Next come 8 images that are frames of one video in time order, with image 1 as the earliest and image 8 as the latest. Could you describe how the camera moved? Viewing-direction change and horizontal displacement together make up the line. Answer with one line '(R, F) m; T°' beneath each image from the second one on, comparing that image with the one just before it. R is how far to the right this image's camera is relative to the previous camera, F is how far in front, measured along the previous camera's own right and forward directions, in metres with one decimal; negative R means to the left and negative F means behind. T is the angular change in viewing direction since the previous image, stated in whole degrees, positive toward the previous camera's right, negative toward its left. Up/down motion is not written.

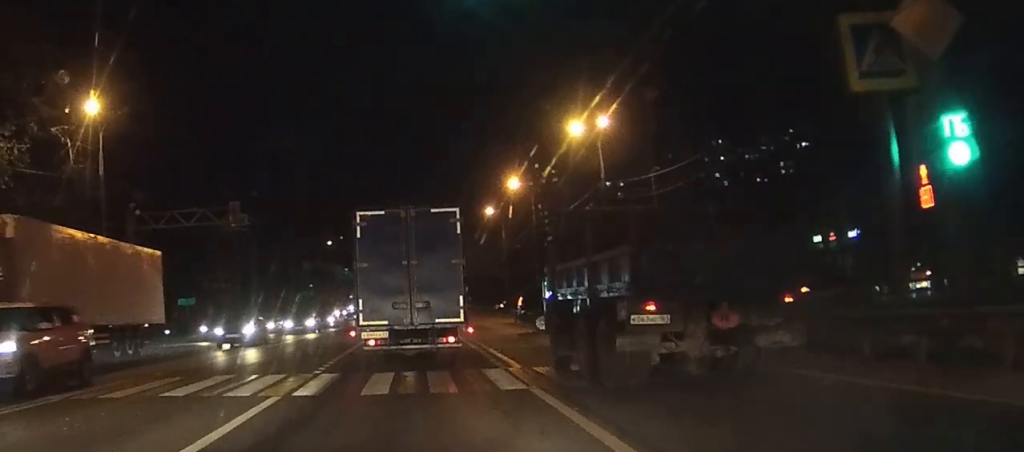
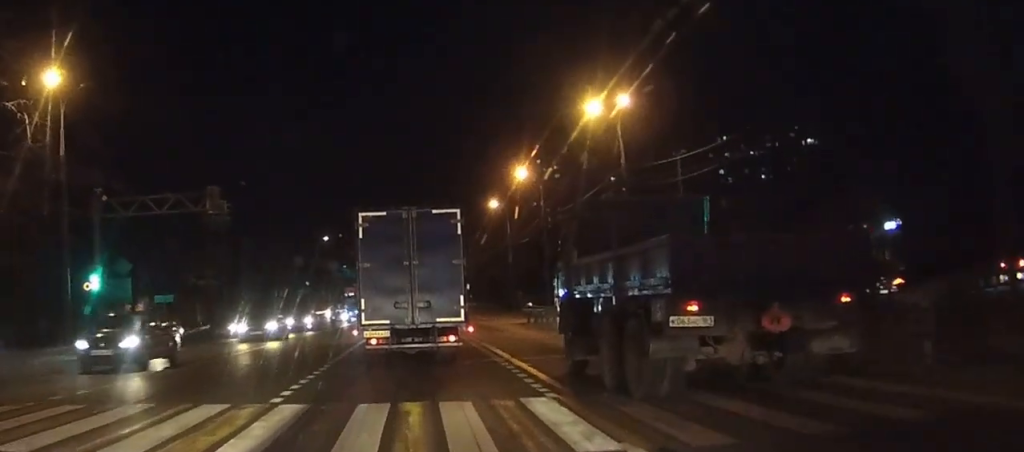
(0.0, +5.8) m; 0°
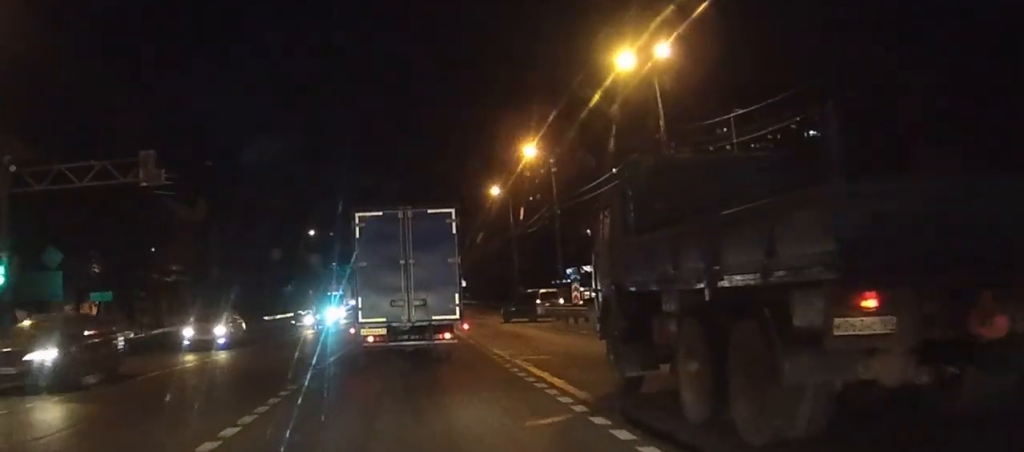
(0.0, +10.5) m; 0°
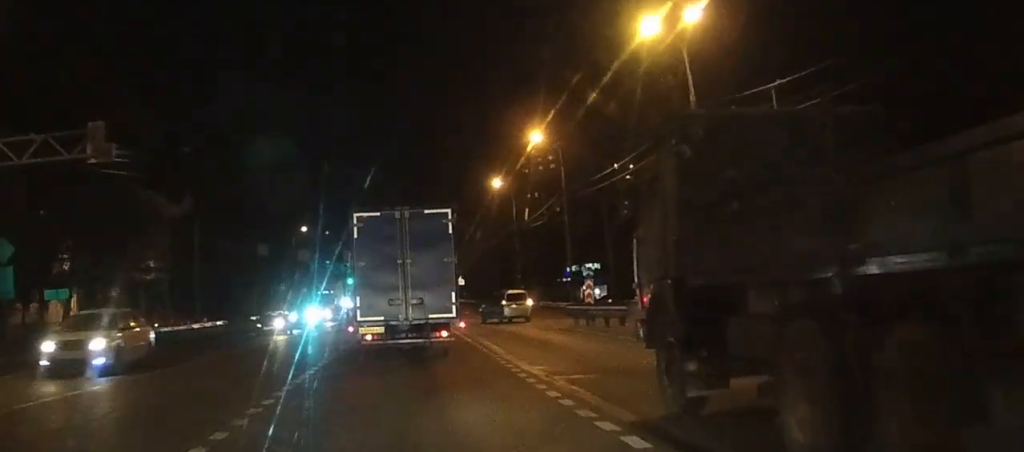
(0.0, +5.6) m; 0°
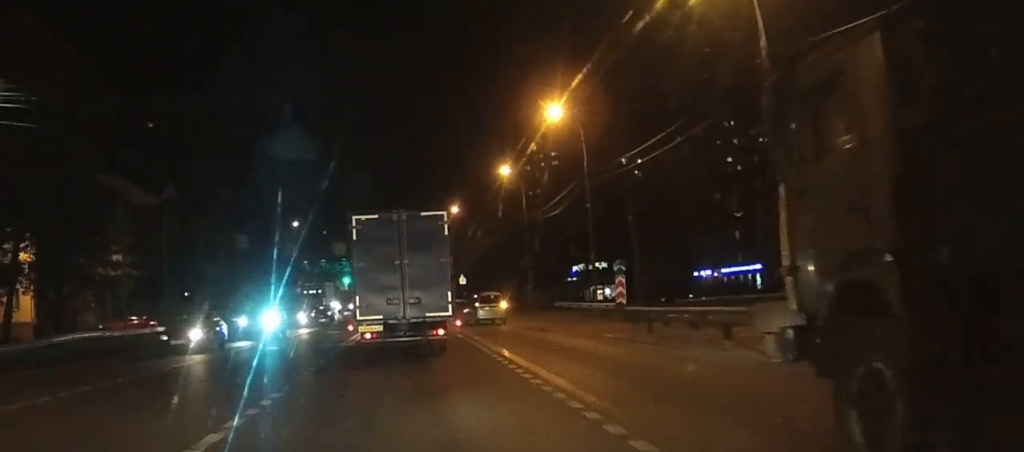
(0.0, +8.7) m; 0°
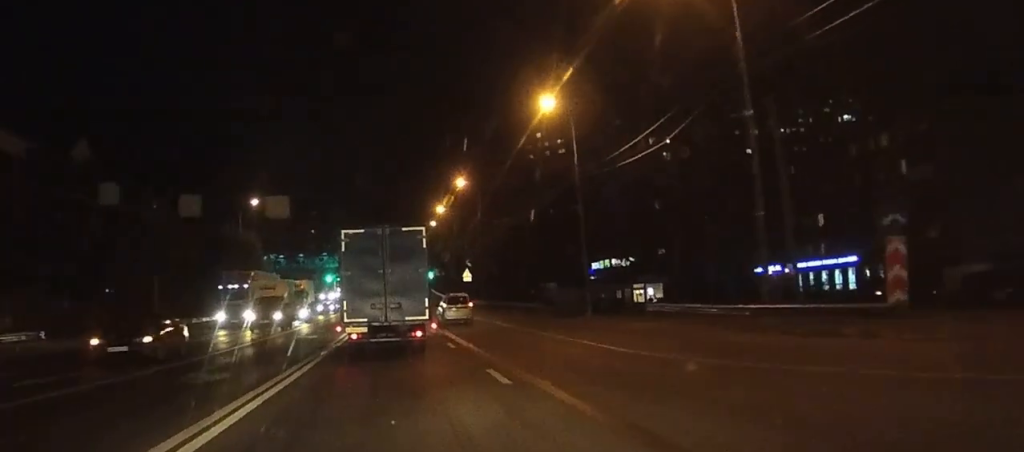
(+1.0, +27.7) m; +4°
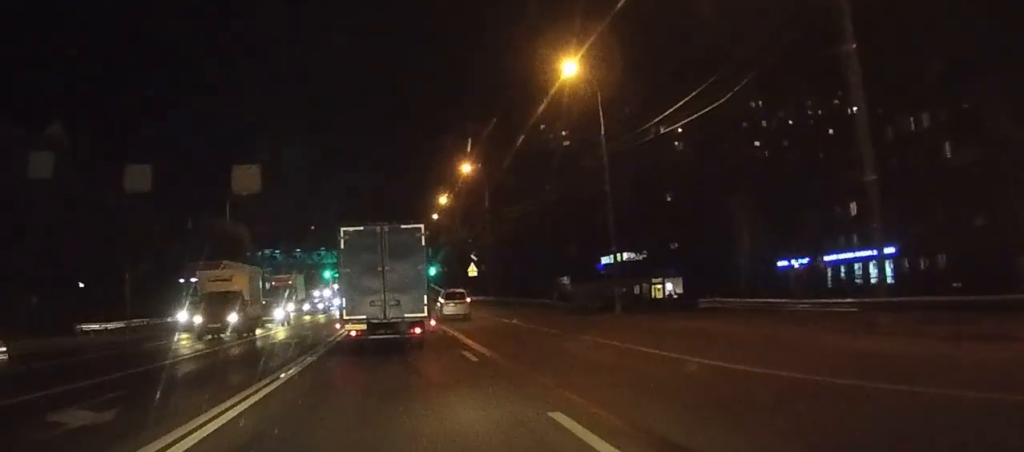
(0.0, +6.9) m; 0°
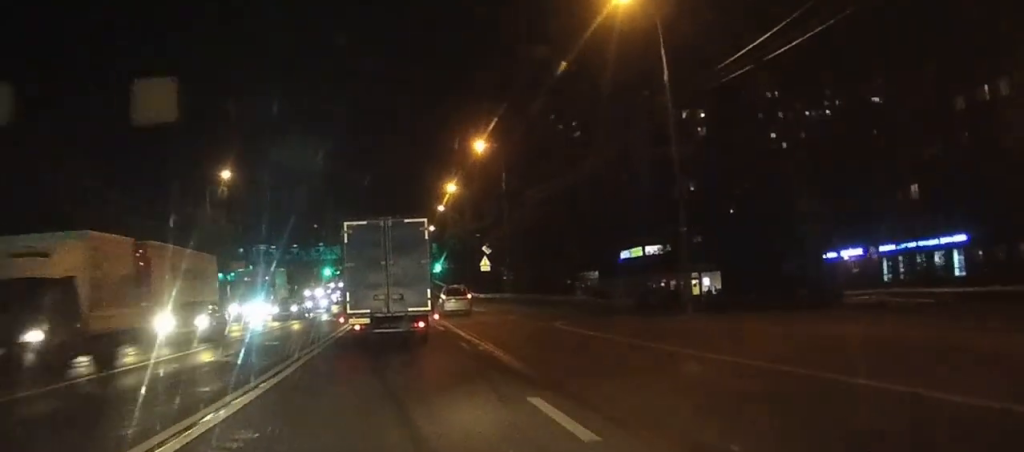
(0.0, +10.5) m; 0°
